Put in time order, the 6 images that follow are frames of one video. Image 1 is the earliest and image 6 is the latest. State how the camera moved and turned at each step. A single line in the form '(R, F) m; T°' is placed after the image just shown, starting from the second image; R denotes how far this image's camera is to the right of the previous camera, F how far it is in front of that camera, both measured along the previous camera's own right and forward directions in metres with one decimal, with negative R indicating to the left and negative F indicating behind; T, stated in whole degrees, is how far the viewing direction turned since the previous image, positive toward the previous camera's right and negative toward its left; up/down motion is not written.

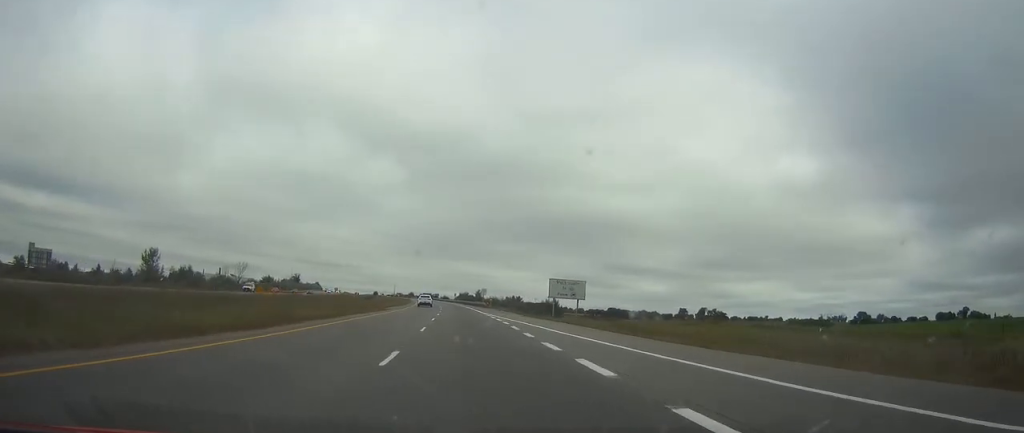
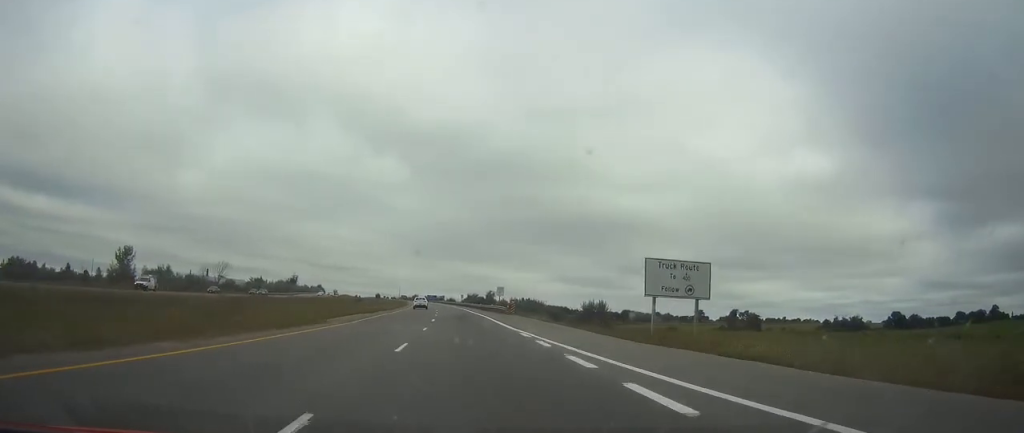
(-0.2, +33.0) m; -1°
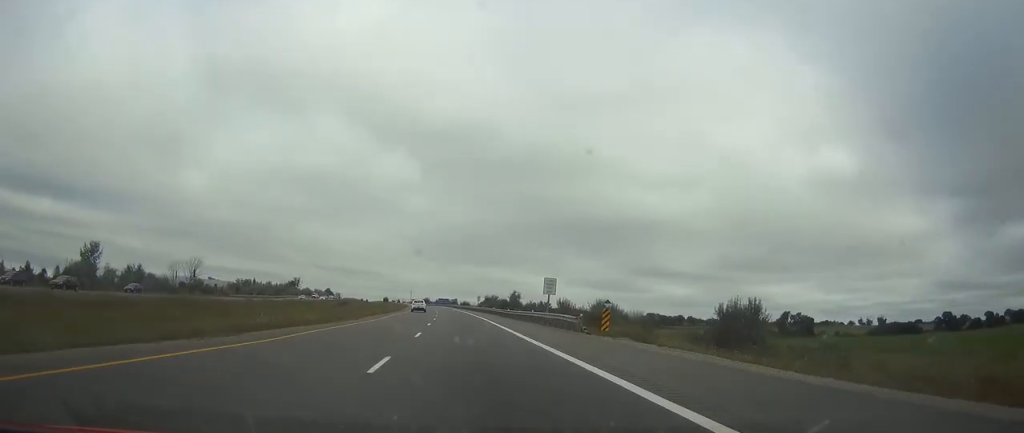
(-0.3, +40.2) m; -1°
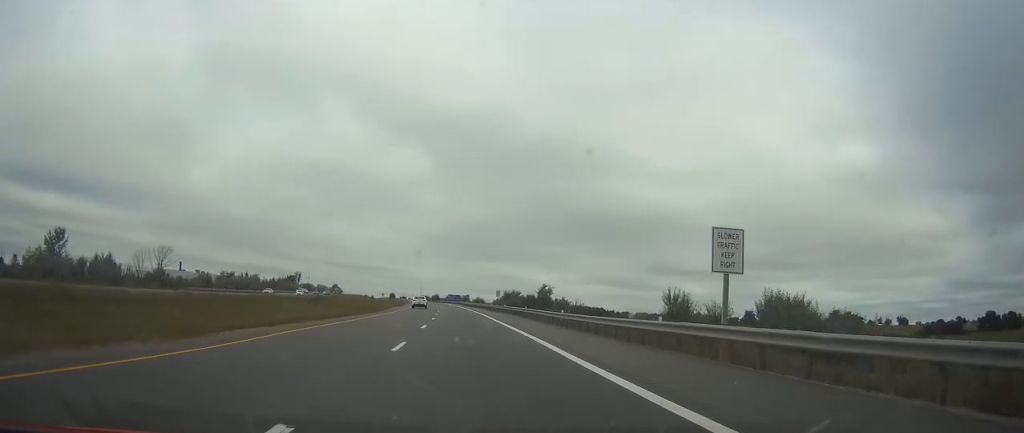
(-0.4, +32.6) m; -1°
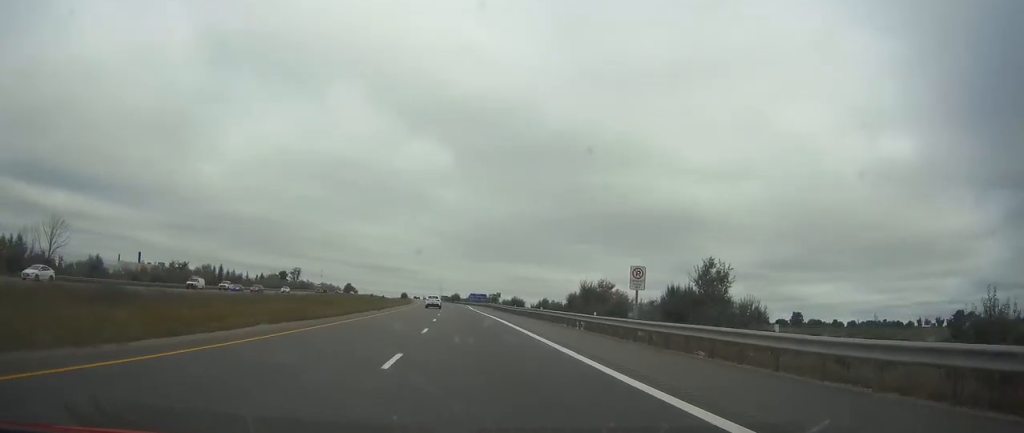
(-0.8, +64.7) m; -2°
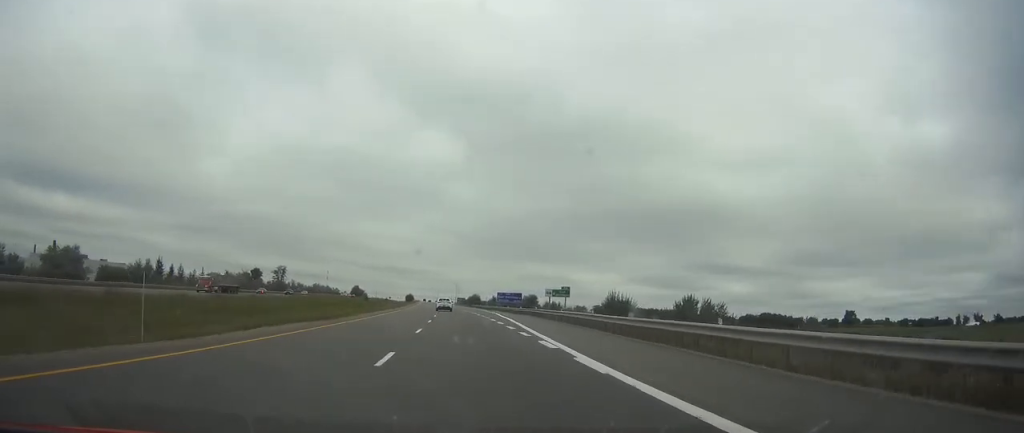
(-1.1, +72.4) m; -2°
